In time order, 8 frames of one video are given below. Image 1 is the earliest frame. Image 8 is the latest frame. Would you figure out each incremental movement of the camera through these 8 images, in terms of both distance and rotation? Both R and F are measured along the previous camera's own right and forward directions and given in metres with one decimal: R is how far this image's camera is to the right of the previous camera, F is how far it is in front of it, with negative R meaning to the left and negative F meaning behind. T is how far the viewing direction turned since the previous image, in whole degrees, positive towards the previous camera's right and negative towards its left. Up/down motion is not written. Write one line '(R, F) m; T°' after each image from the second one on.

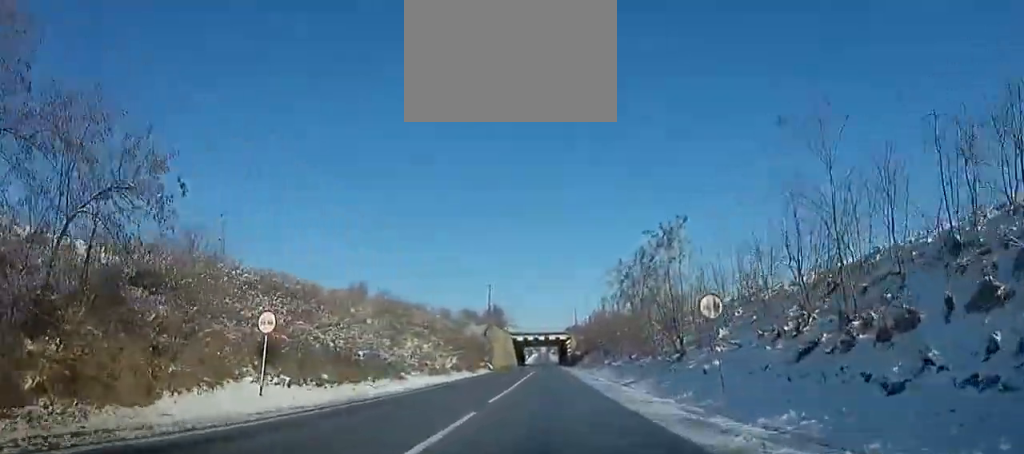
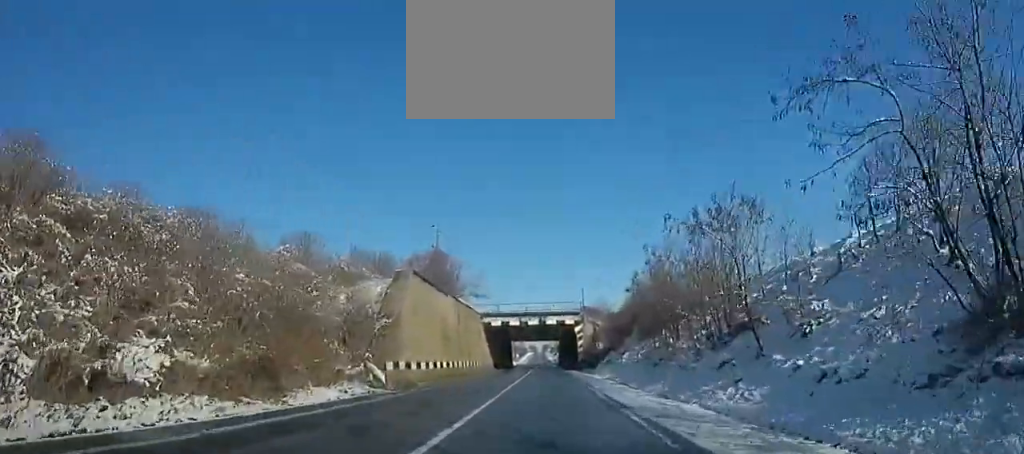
(+0.4, +41.4) m; 0°
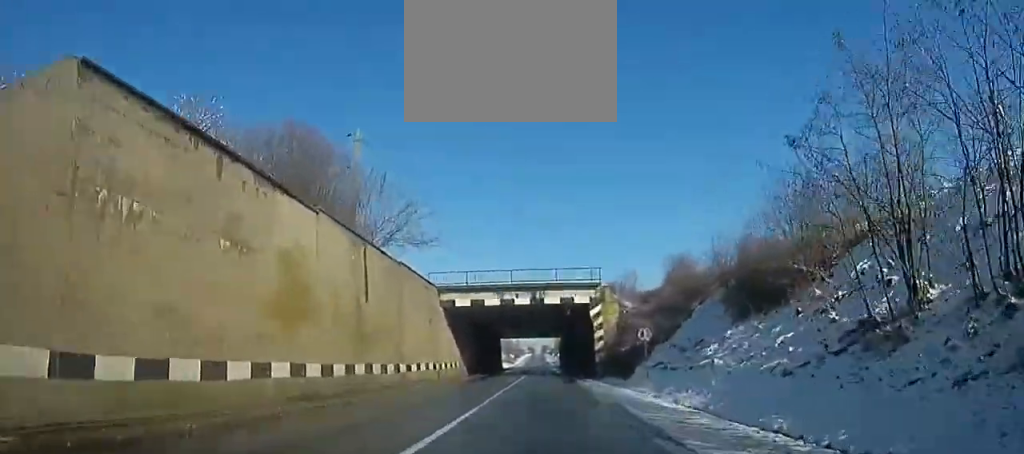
(0.0, +22.3) m; 0°
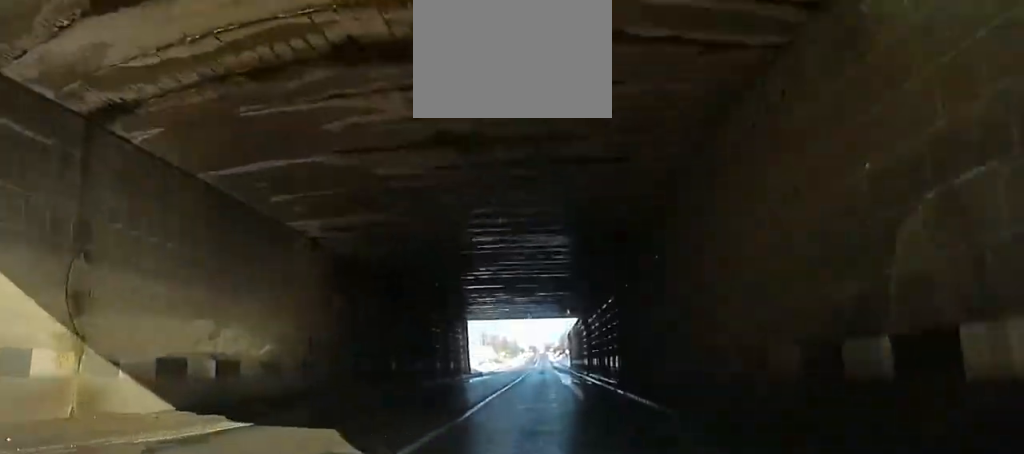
(0.0, +38.1) m; 0°
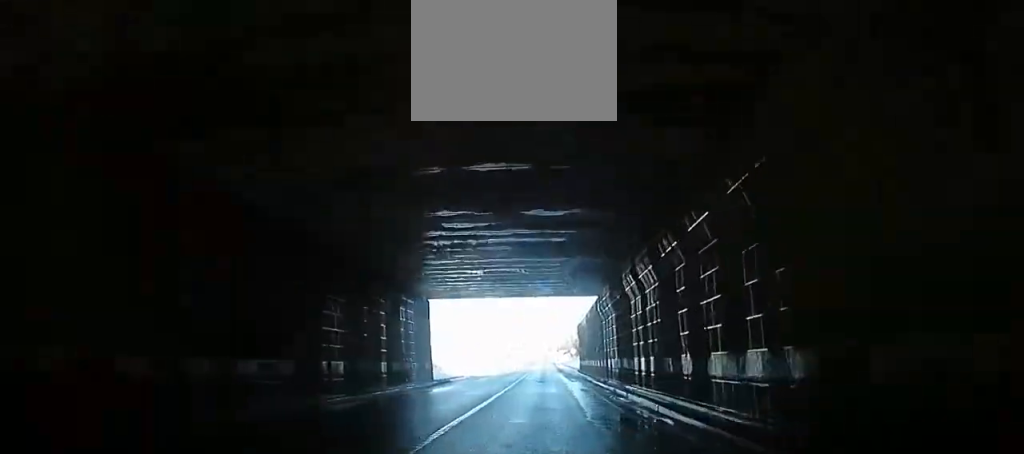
(-0.1, +16.5) m; +1°
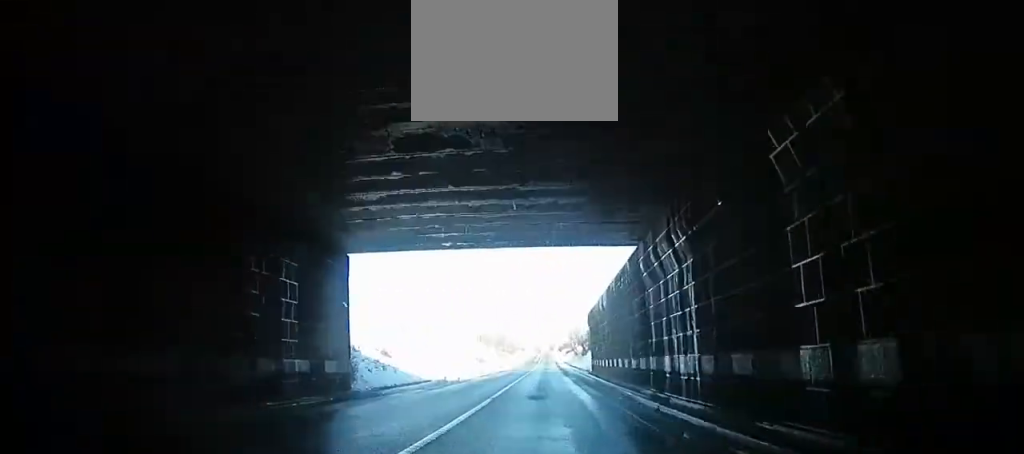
(+0.2, +13.3) m; +1°
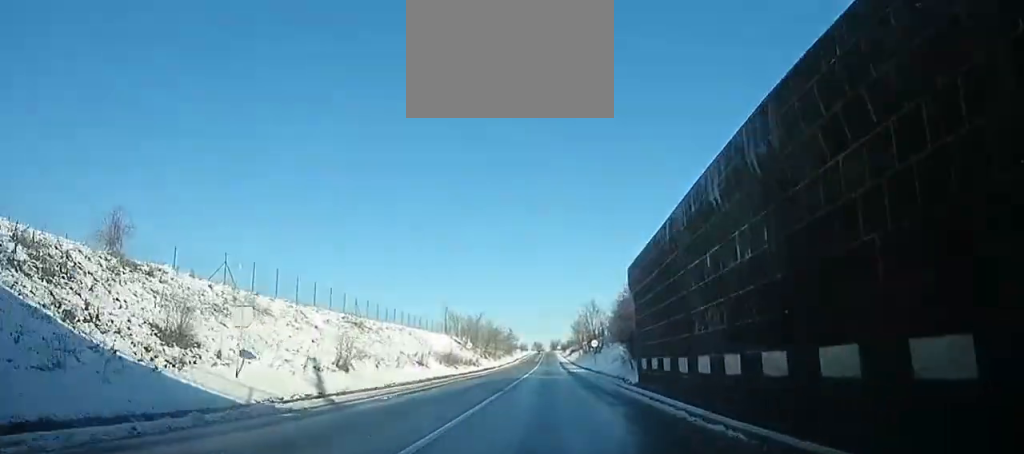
(+0.3, +20.6) m; +1°
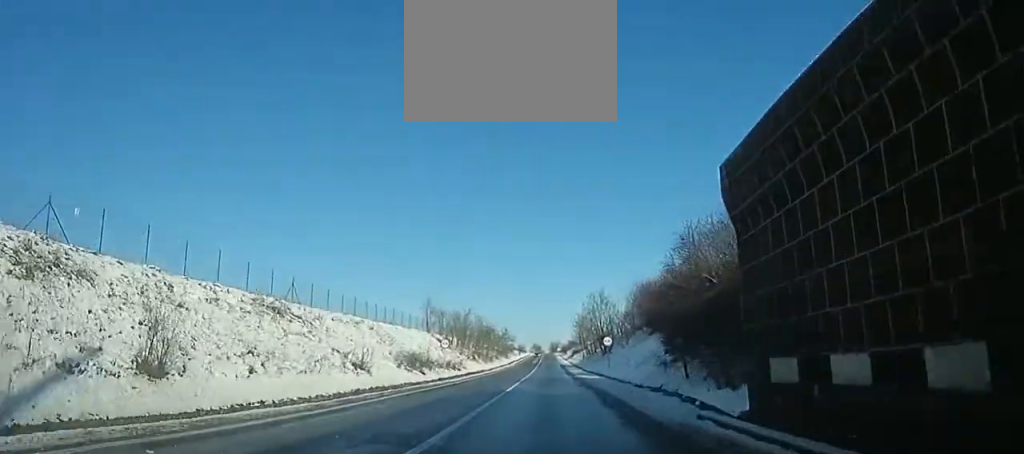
(0.0, +11.7) m; 0°
